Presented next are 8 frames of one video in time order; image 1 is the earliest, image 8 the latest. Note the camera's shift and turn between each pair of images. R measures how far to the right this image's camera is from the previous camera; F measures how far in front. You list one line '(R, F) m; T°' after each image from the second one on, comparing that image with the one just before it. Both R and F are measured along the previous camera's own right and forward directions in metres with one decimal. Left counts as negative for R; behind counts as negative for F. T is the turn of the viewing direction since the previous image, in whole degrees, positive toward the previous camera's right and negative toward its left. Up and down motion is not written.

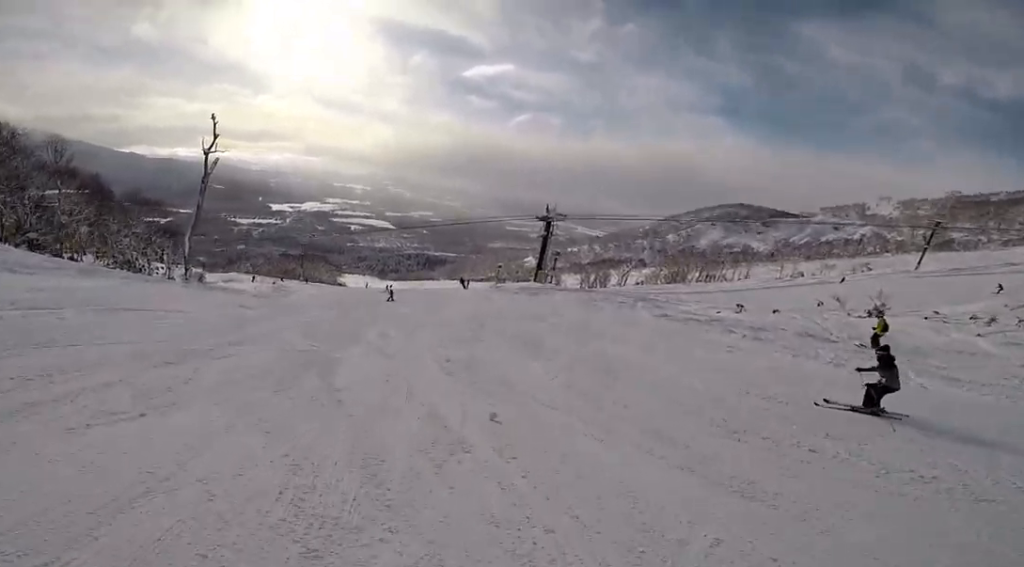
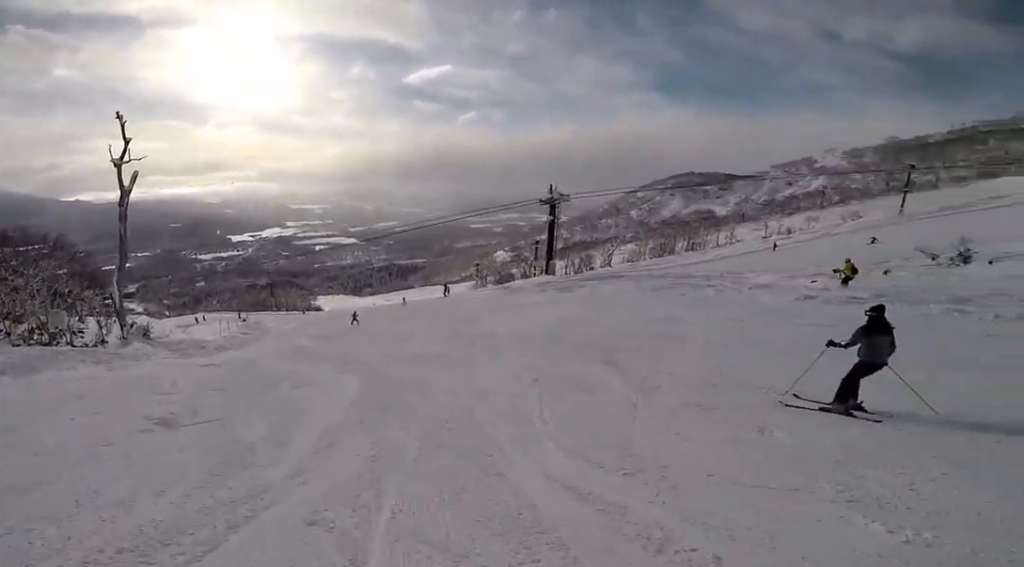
(-1.6, +8.6) m; 0°
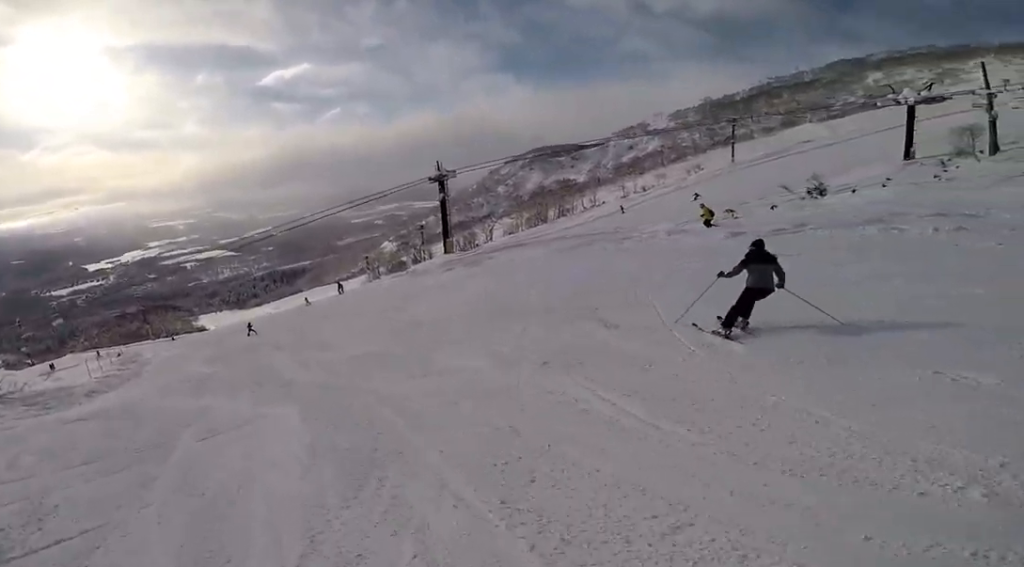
(+0.2, +2.6) m; +5°
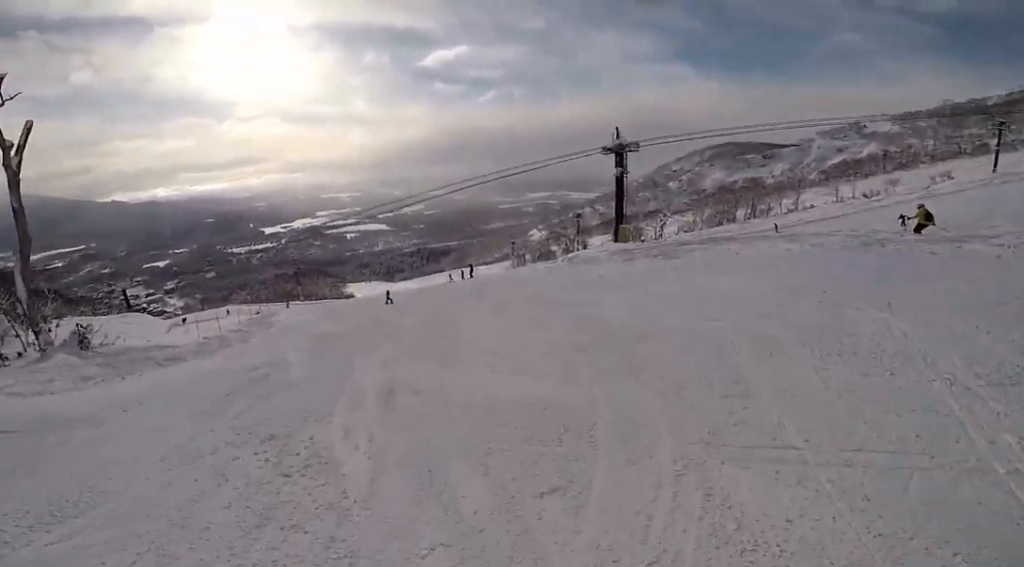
(+0.6, +6.0) m; -2°
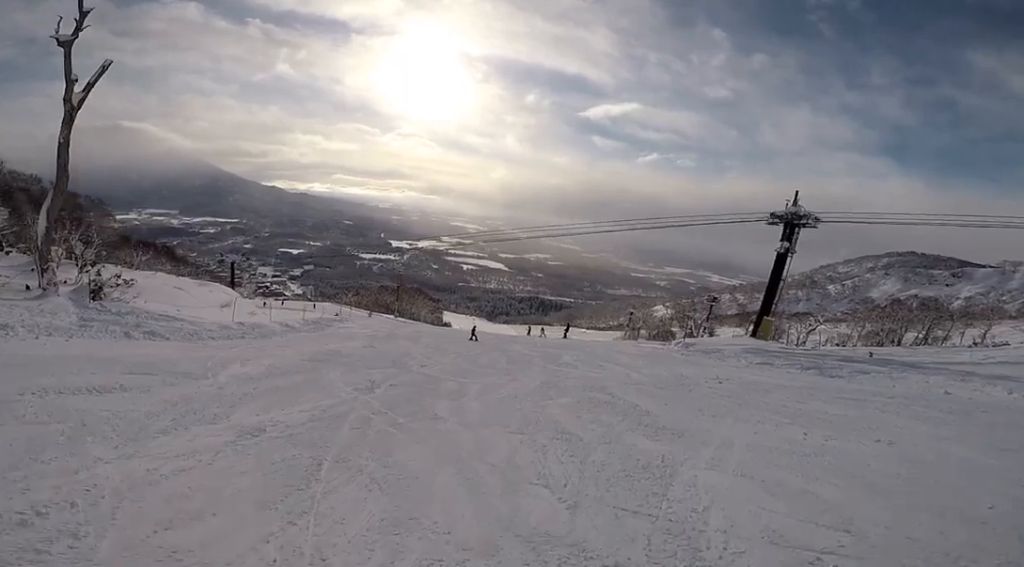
(-0.4, +4.9) m; -14°
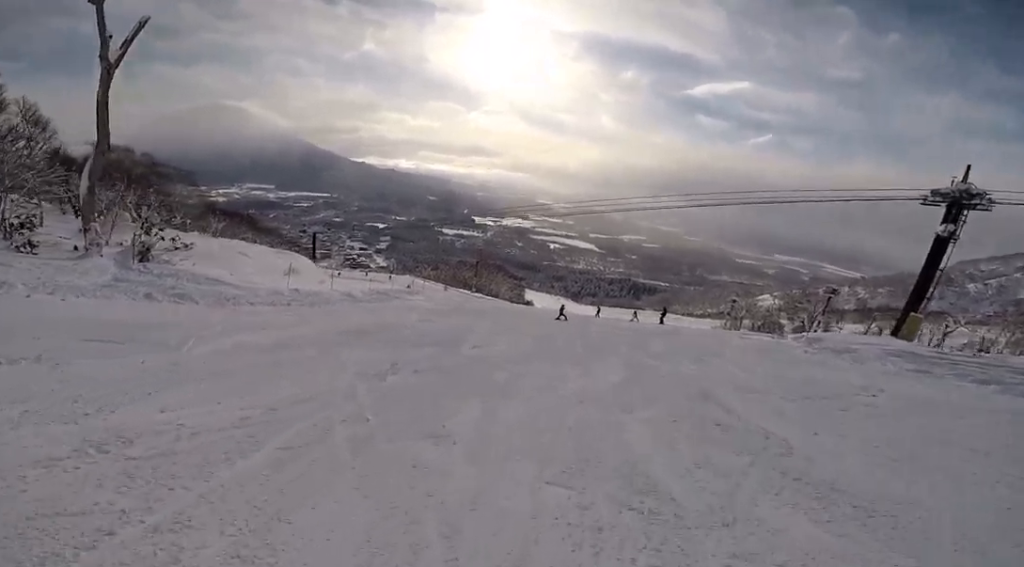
(-0.5, +2.7) m; -6°
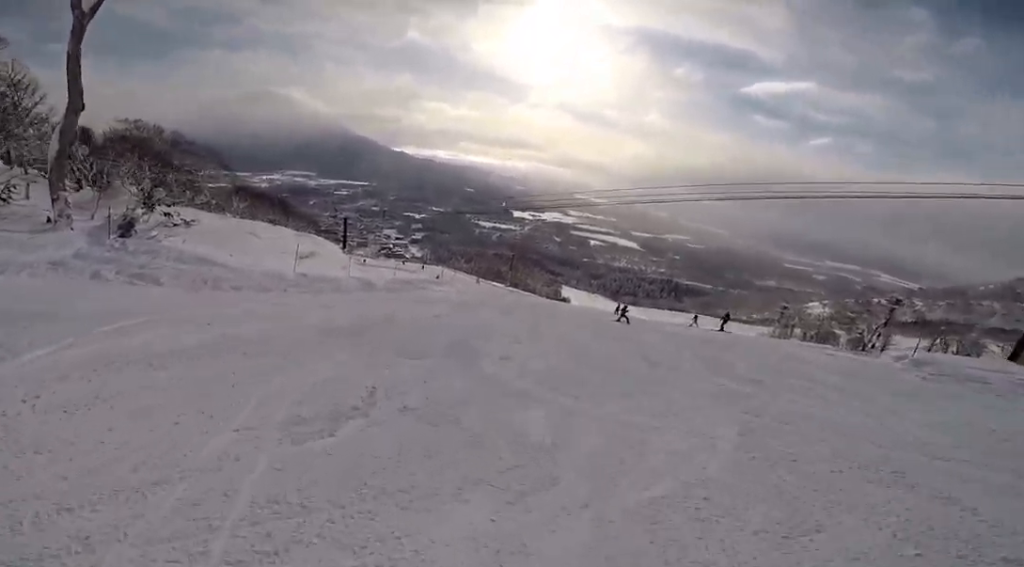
(-0.2, +3.5) m; 0°
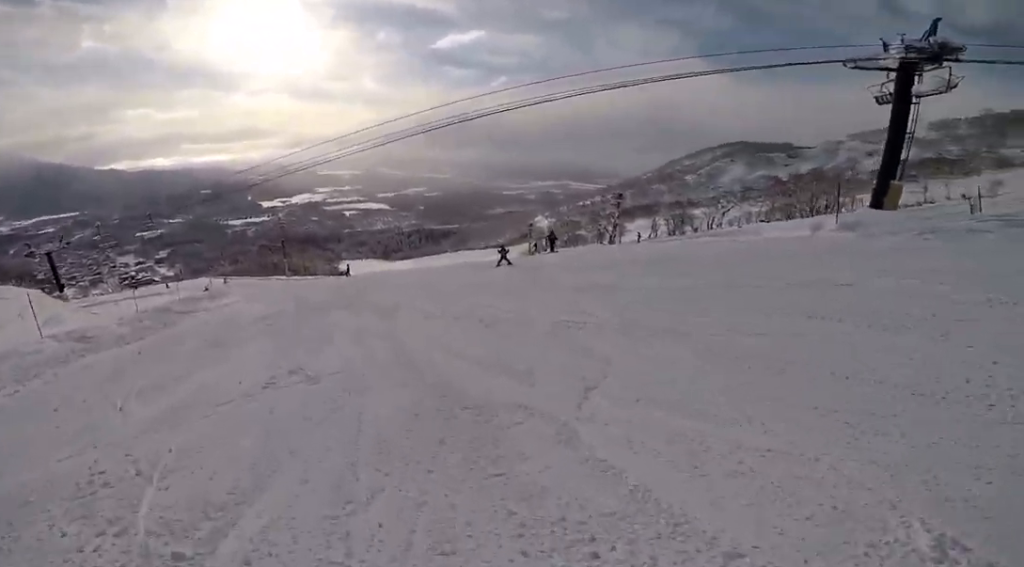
(+0.9, +8.8) m; +10°
